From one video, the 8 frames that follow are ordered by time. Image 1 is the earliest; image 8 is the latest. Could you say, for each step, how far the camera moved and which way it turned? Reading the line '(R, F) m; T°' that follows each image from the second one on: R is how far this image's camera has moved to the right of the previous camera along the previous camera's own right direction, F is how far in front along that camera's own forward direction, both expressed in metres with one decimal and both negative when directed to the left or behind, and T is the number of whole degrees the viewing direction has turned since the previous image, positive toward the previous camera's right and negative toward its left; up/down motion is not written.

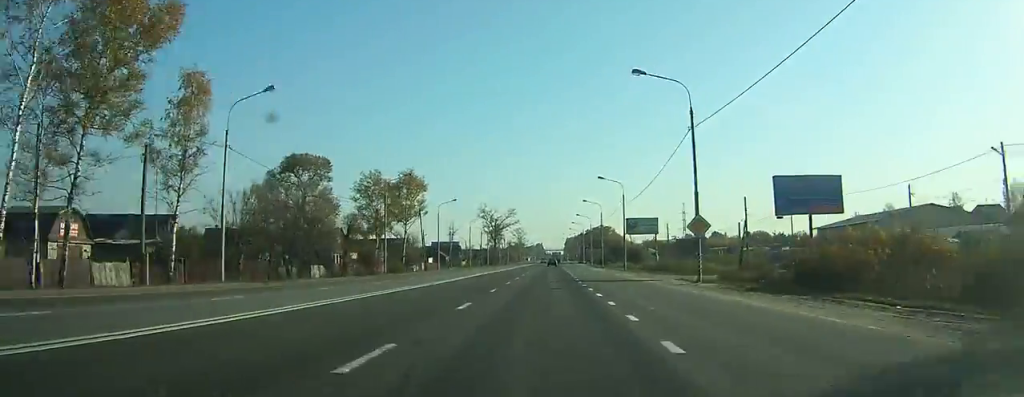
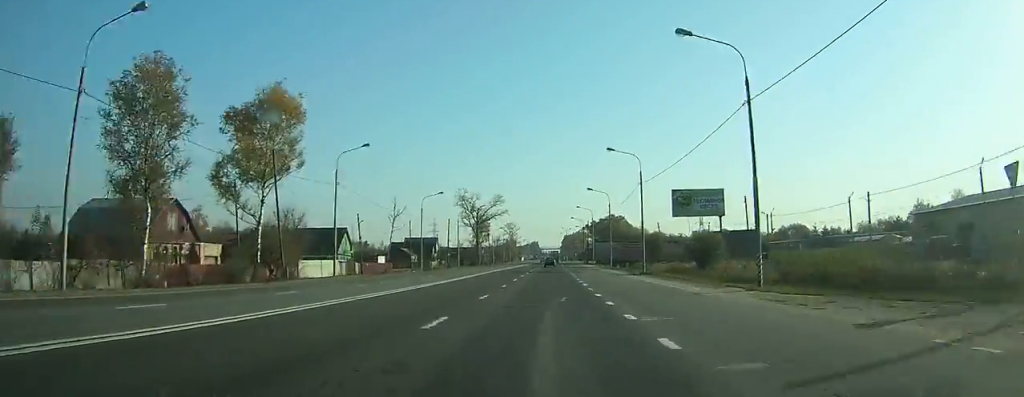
(-0.4, +44.0) m; -1°
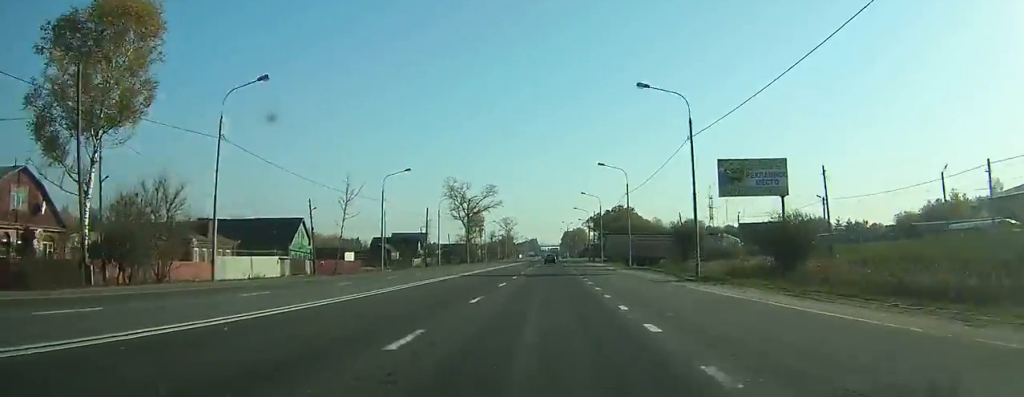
(0.0, +18.8) m; 0°
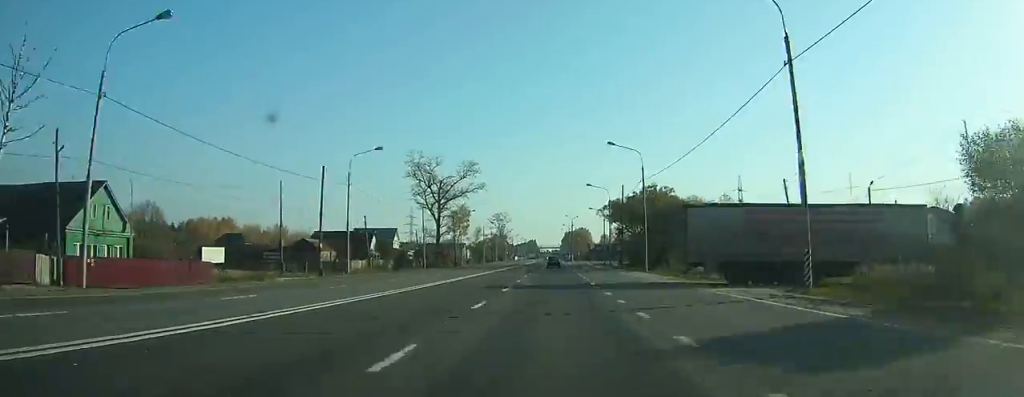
(+0.1, +41.4) m; 0°
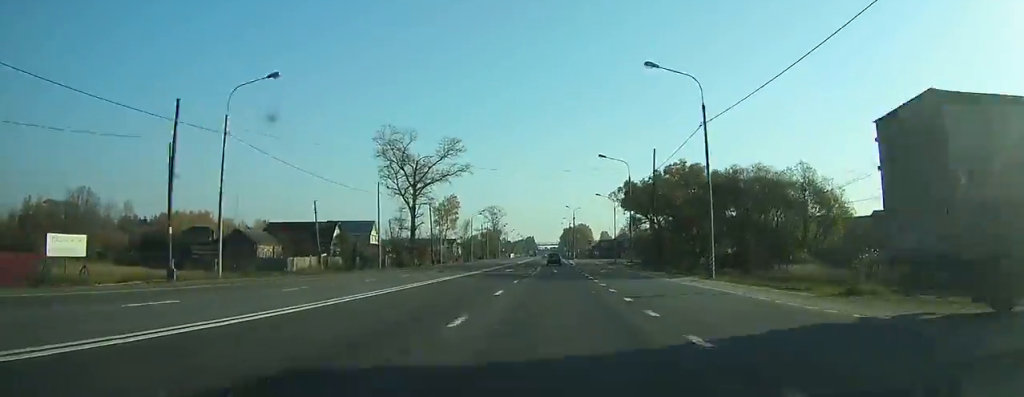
(0.0, +20.0) m; 0°
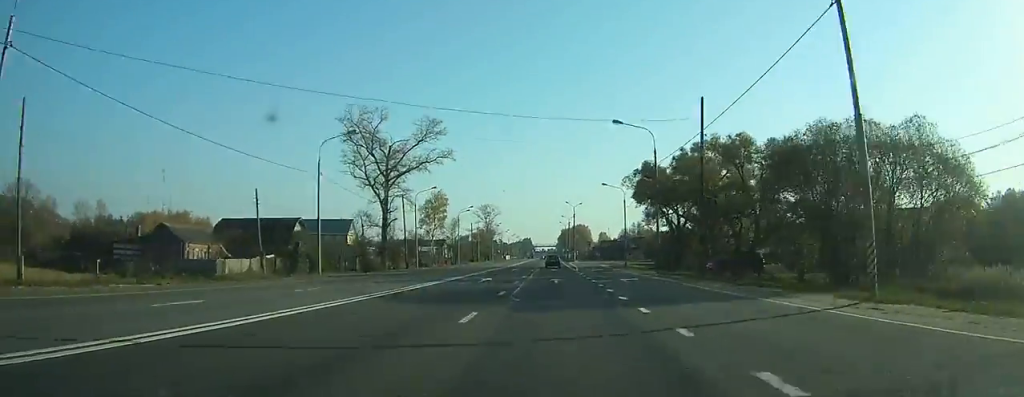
(0.0, +15.0) m; 0°
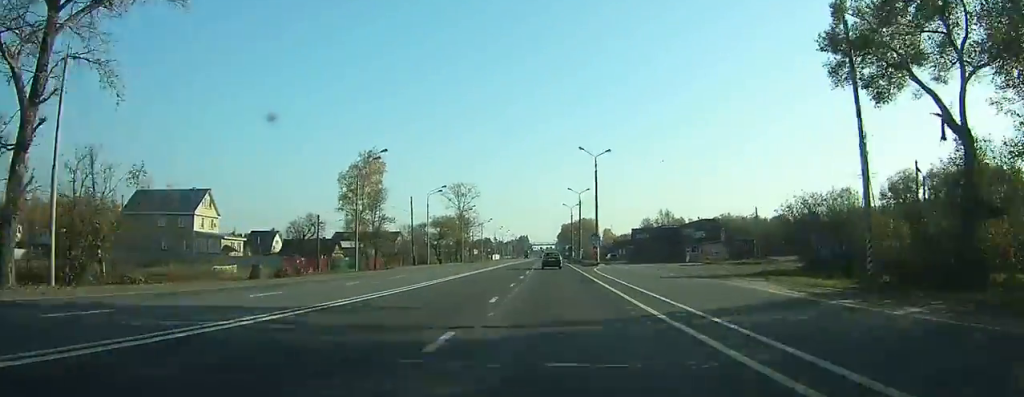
(0.0, +59.6) m; 0°
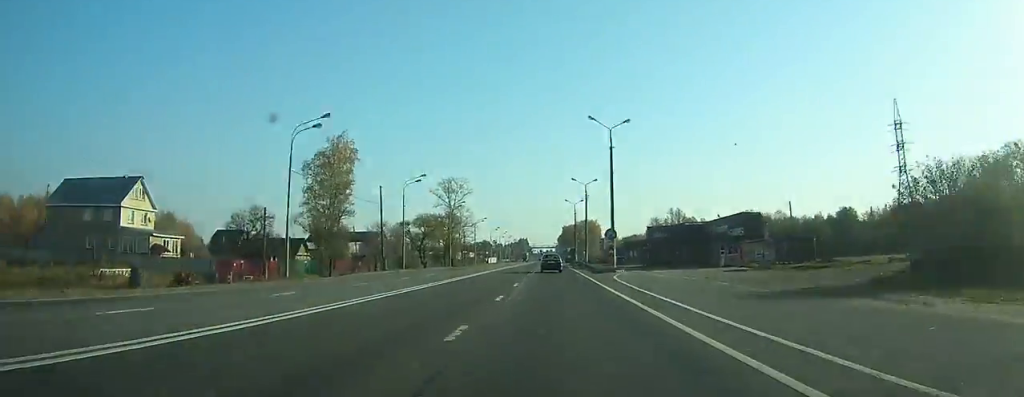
(0.0, +14.8) m; 0°
